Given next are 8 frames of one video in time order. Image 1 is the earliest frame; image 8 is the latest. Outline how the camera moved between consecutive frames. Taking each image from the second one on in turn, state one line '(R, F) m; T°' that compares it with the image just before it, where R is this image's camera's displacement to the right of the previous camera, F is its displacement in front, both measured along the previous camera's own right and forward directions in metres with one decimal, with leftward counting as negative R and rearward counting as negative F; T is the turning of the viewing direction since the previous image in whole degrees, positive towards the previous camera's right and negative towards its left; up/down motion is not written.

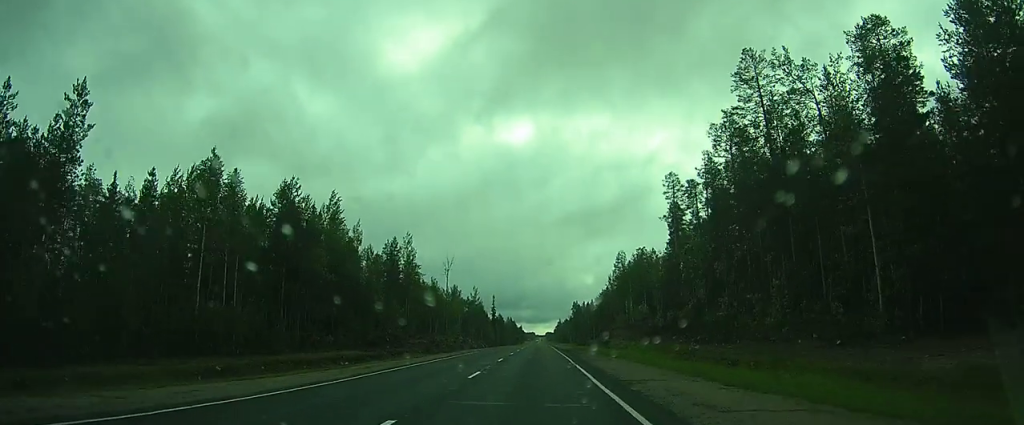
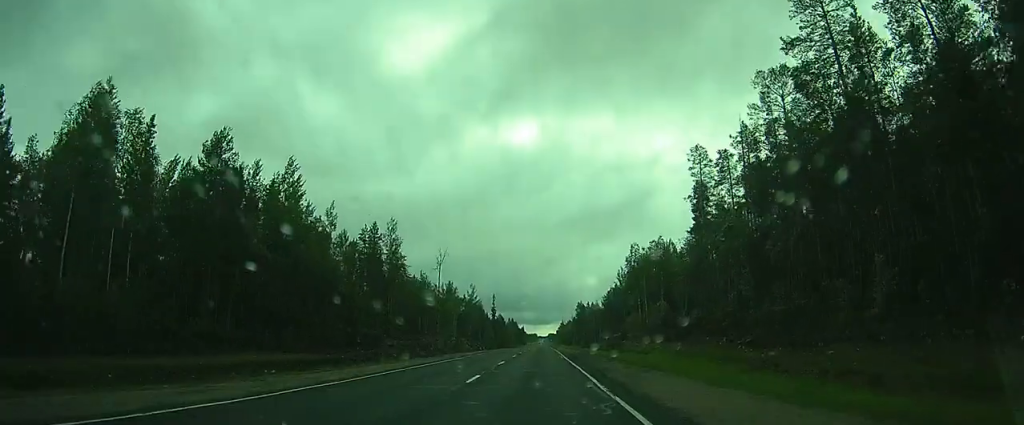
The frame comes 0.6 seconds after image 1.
(0.0, +12.8) m; 0°
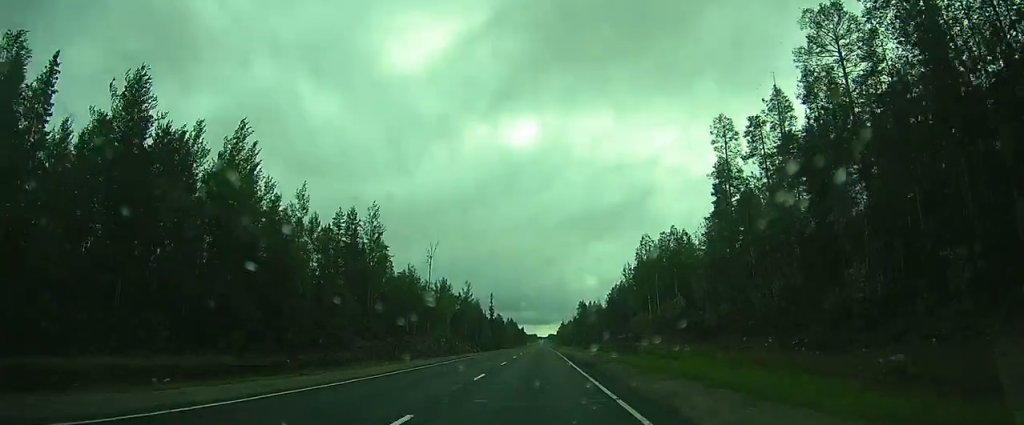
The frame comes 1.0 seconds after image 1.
(0.0, +9.8) m; 0°
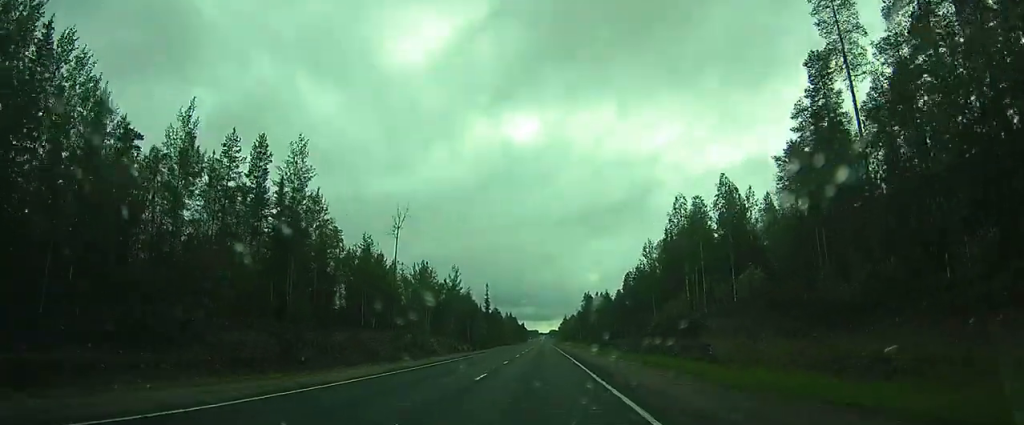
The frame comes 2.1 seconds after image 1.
(+0.1, +24.7) m; 0°
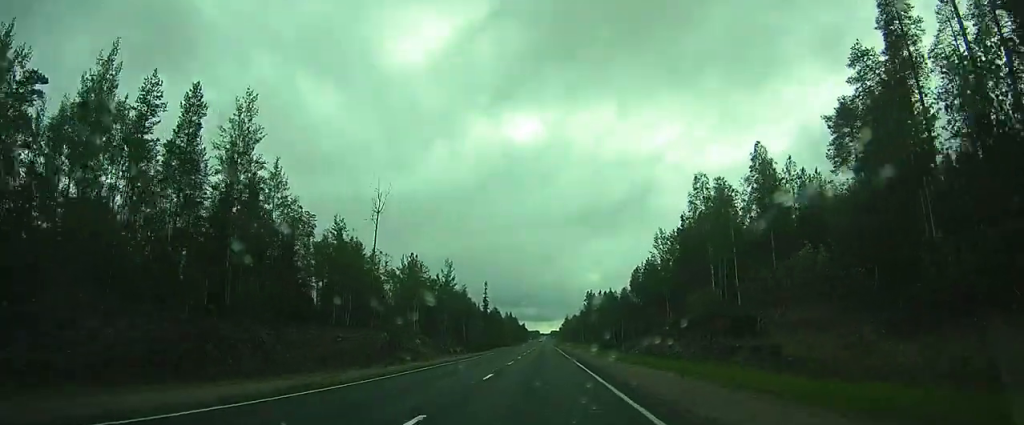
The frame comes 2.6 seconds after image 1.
(-0.1, +10.5) m; 0°
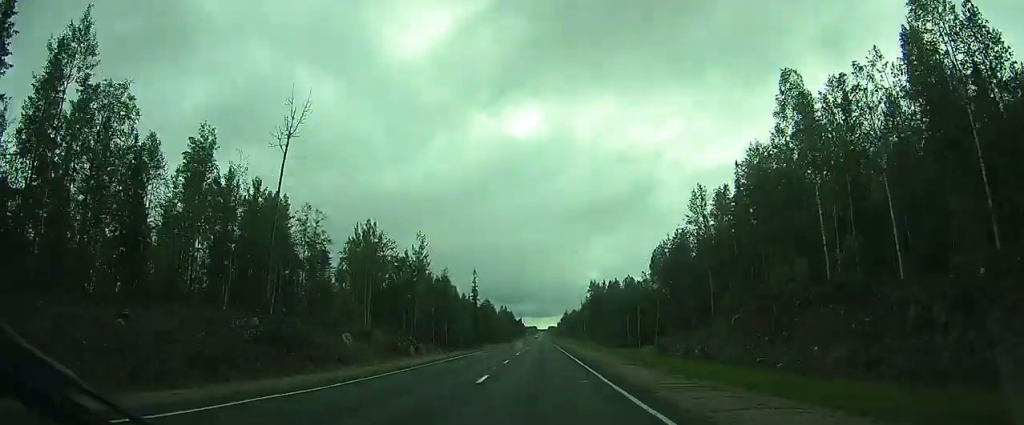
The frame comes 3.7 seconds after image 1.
(-0.1, +25.5) m; 0°
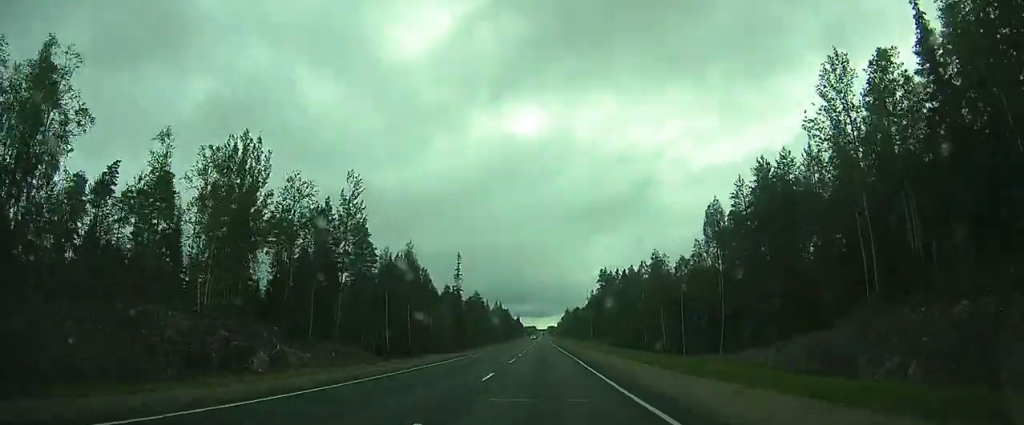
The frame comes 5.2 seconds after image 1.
(+0.2, +34.7) m; +1°
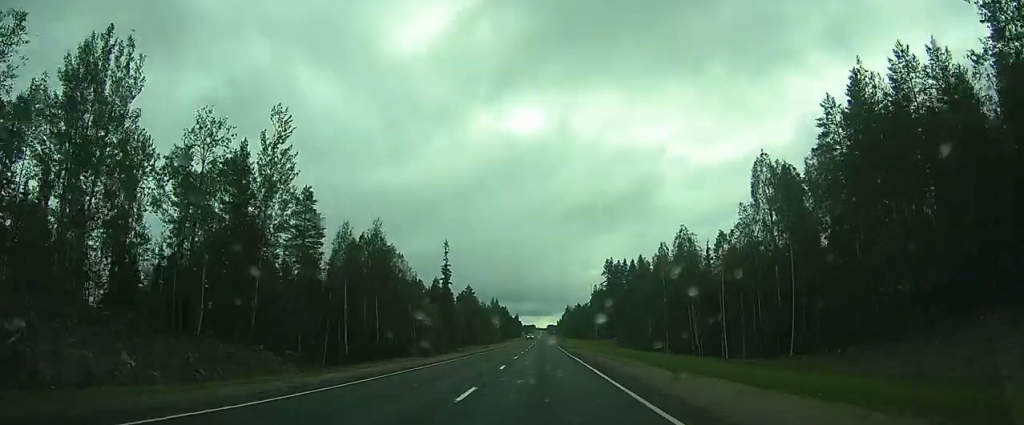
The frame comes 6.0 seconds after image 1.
(+0.1, +17.4) m; 0°
